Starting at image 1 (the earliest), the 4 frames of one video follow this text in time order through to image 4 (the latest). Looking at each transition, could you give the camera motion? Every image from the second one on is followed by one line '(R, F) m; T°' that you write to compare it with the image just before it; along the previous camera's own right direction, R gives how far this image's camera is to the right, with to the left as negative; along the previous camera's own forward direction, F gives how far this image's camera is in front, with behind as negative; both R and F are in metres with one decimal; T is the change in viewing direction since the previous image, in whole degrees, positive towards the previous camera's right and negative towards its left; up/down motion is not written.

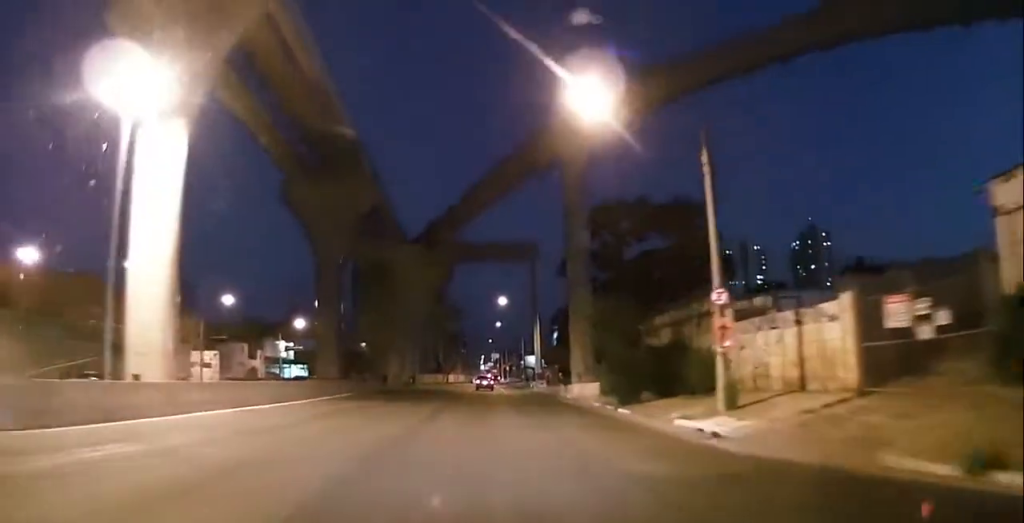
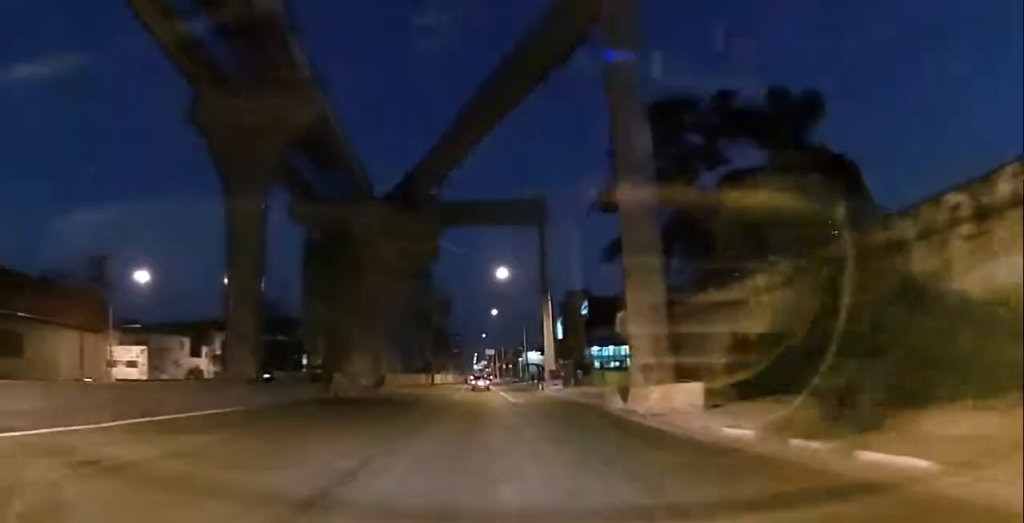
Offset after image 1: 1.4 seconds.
(-0.4, +18.9) m; -2°
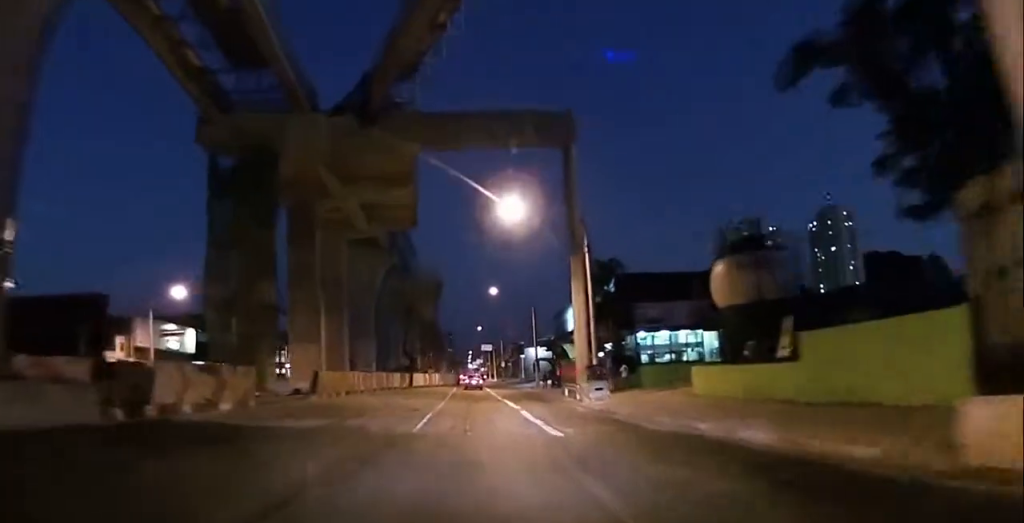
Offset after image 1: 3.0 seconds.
(+0.6, +21.1) m; +4°
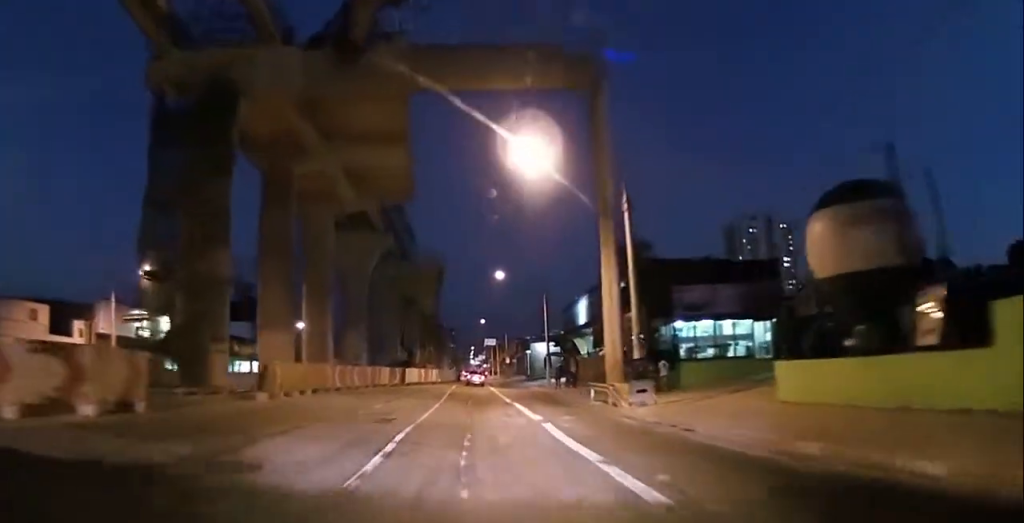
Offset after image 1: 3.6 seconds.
(+0.1, +8.4) m; 0°
